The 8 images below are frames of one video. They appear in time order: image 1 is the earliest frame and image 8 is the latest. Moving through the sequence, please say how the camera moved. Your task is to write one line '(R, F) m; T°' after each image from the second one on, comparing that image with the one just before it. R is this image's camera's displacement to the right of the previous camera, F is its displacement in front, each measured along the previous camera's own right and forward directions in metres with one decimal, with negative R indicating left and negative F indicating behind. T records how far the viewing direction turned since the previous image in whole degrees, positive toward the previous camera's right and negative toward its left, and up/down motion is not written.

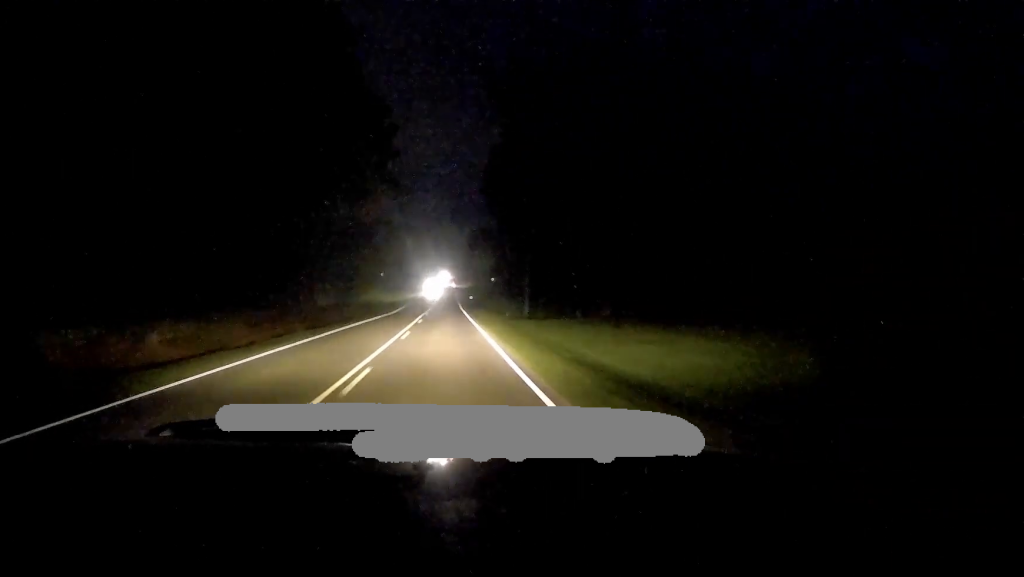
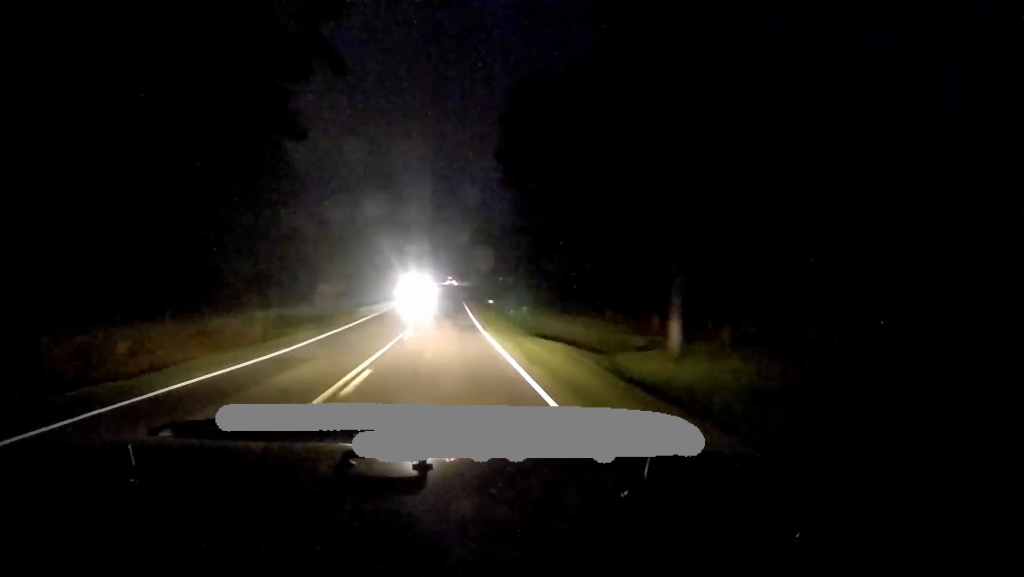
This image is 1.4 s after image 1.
(-0.5, +35.8) m; -1°
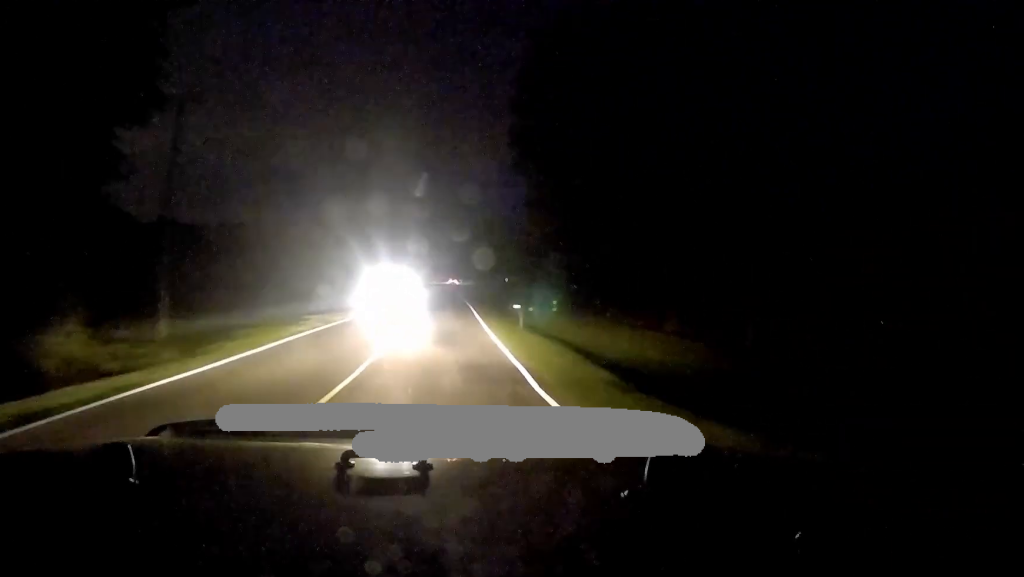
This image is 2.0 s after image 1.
(-0.2, +16.7) m; 0°
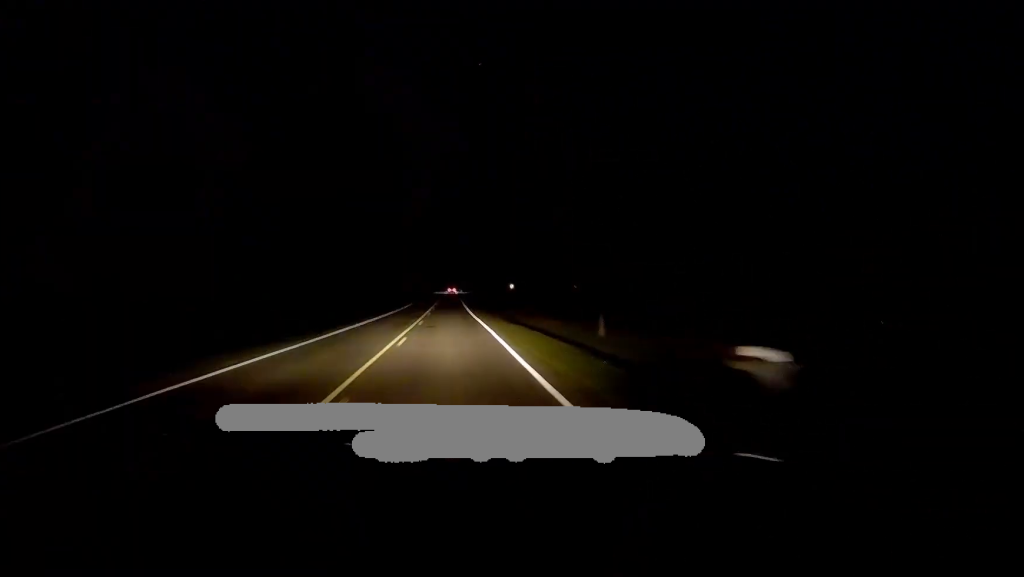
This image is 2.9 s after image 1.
(+0.7, +23.0) m; 0°
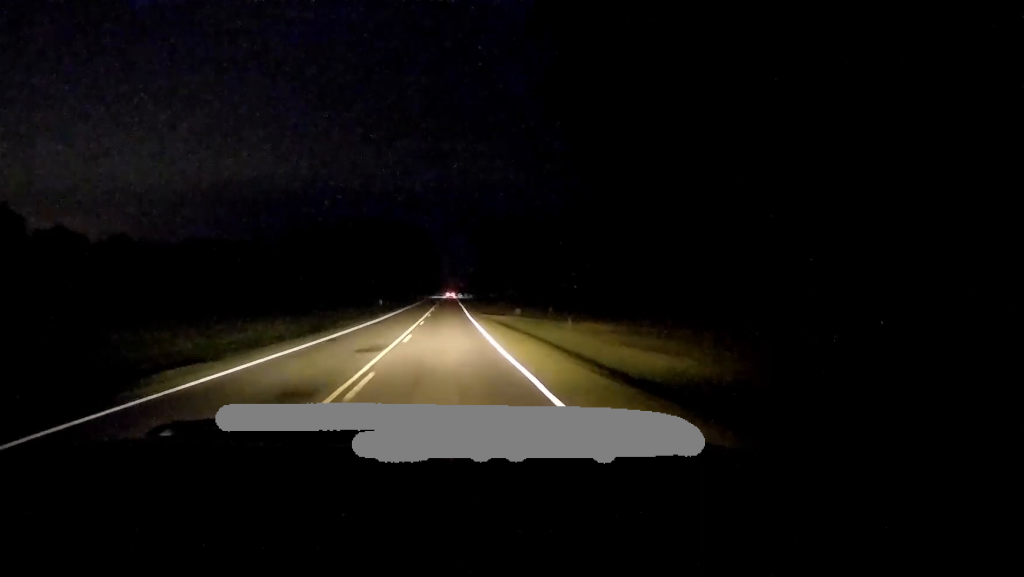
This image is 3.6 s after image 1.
(-0.8, +20.1) m; -2°
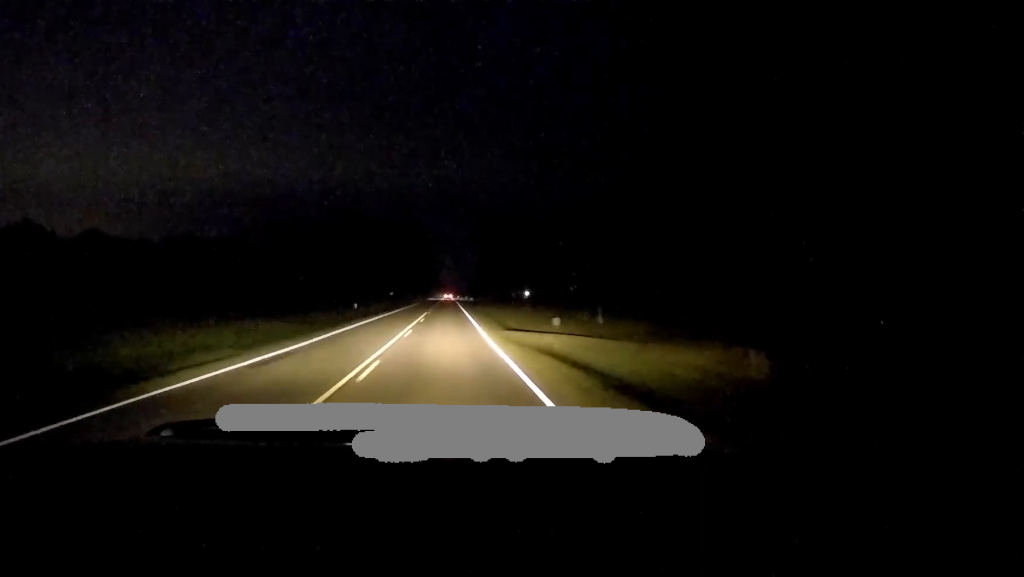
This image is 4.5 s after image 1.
(-0.1, +21.9) m; +1°
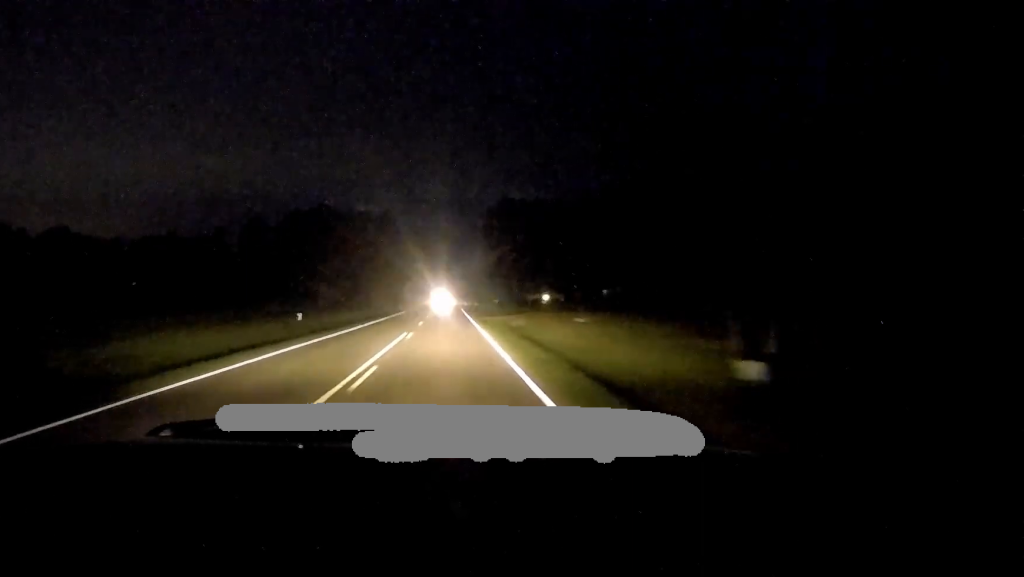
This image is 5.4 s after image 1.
(+0.7, +24.7) m; +2°
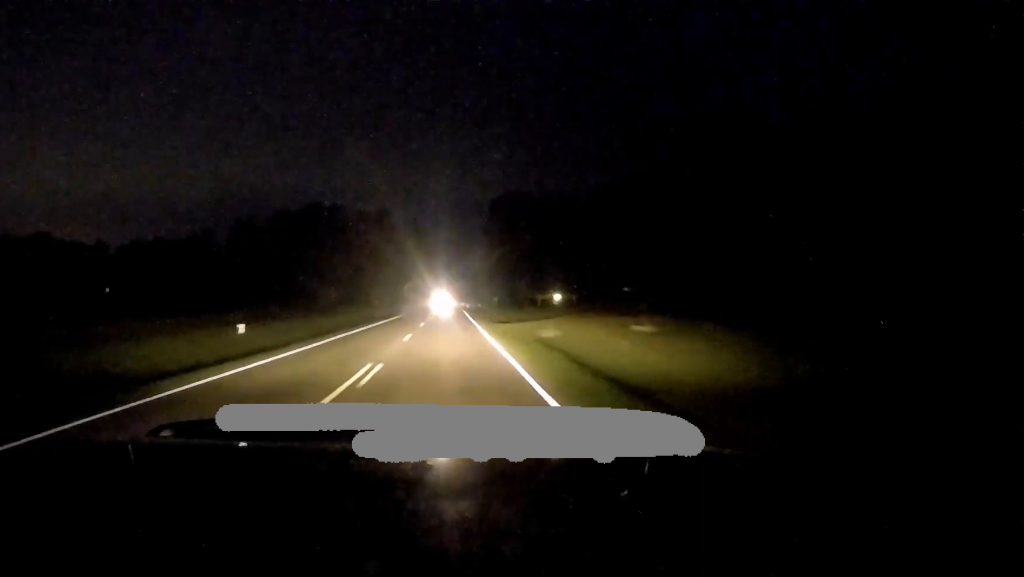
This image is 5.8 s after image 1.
(+0.2, +11.6) m; +1°
